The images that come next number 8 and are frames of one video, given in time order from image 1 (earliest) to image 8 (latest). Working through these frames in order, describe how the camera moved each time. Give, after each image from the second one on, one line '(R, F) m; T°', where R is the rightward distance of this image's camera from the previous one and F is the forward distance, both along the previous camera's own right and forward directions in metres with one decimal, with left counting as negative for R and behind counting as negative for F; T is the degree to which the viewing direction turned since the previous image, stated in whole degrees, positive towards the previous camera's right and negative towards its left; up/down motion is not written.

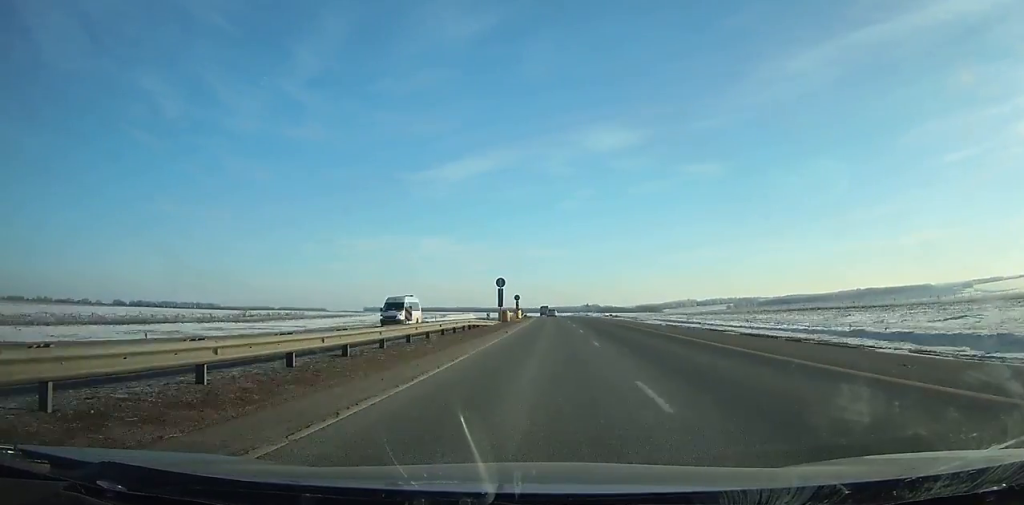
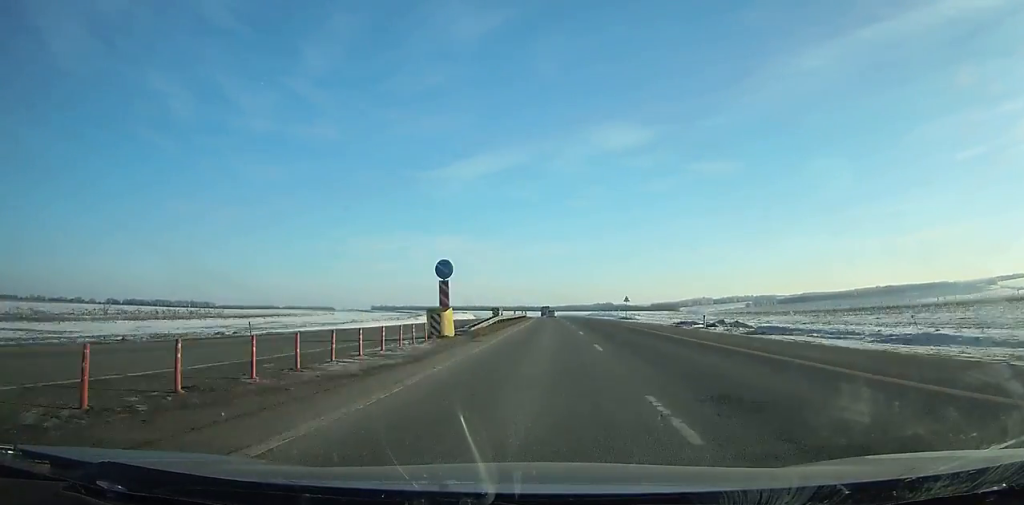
(-0.8, +61.6) m; -1°
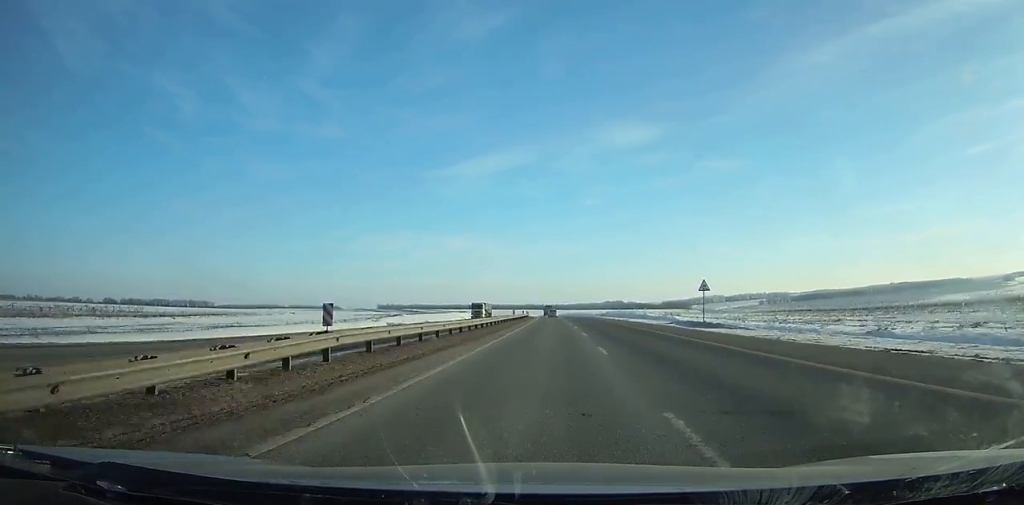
(-0.2, +37.2) m; -1°
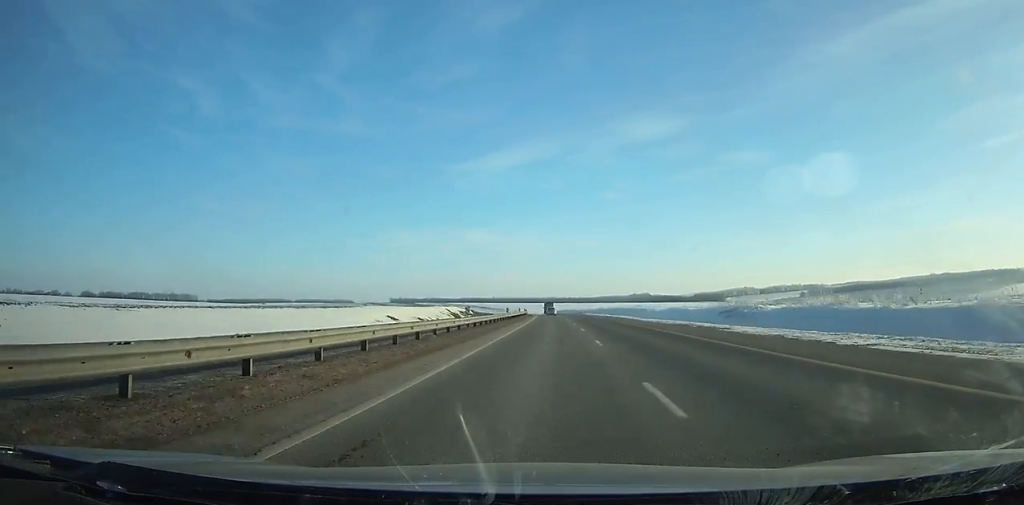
(-2.6, +128.8) m; -2°
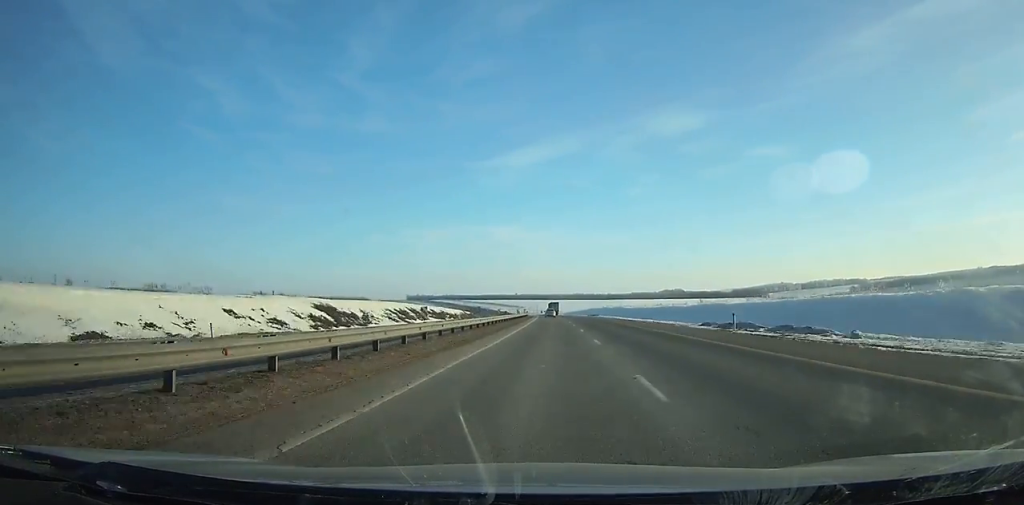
(-2.7, +130.2) m; -3°
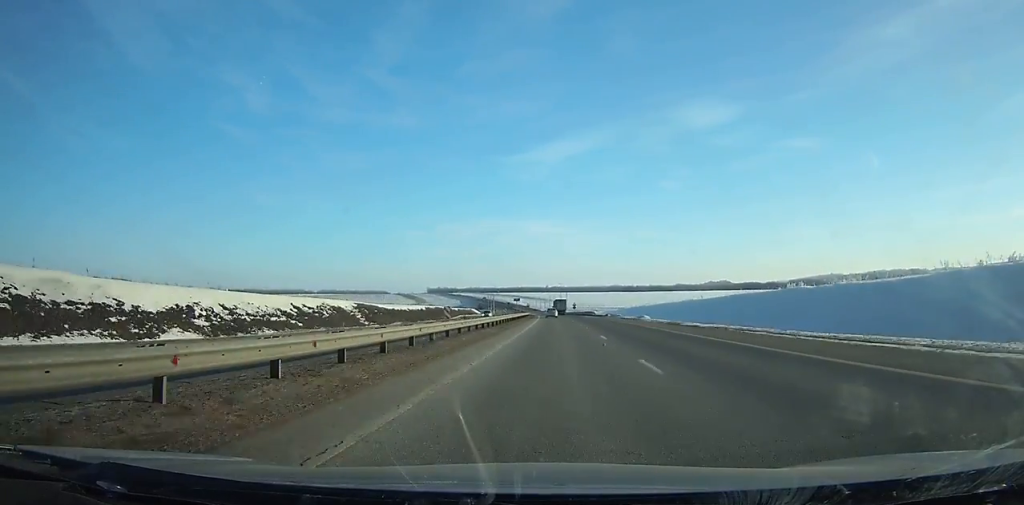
(-4.9, +175.4) m; -3°
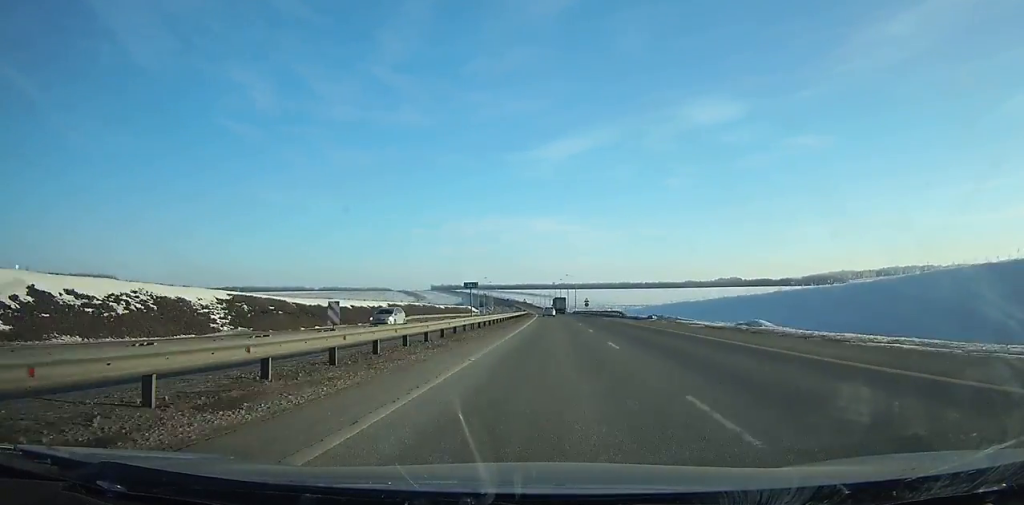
(-0.2, +41.5) m; -1°
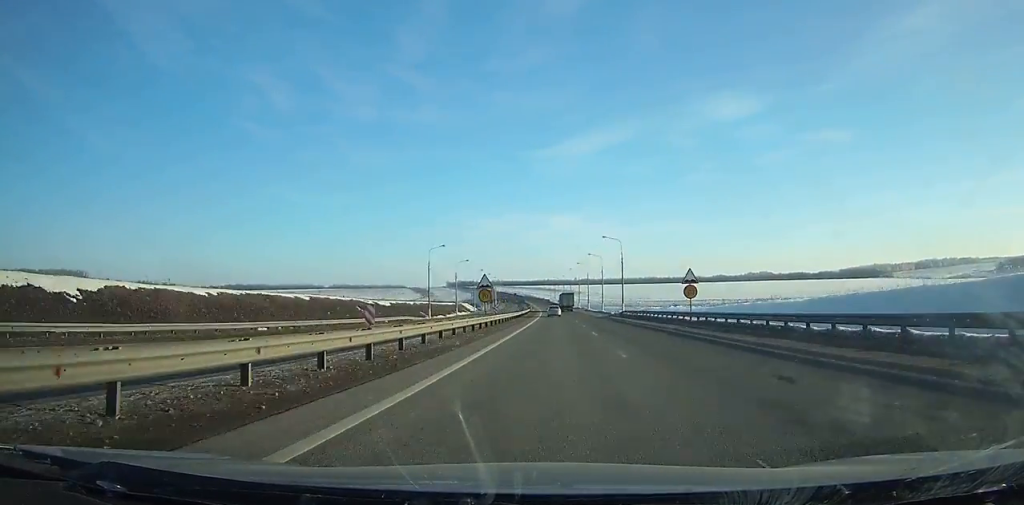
(-0.9, +86.6) m; -2°
